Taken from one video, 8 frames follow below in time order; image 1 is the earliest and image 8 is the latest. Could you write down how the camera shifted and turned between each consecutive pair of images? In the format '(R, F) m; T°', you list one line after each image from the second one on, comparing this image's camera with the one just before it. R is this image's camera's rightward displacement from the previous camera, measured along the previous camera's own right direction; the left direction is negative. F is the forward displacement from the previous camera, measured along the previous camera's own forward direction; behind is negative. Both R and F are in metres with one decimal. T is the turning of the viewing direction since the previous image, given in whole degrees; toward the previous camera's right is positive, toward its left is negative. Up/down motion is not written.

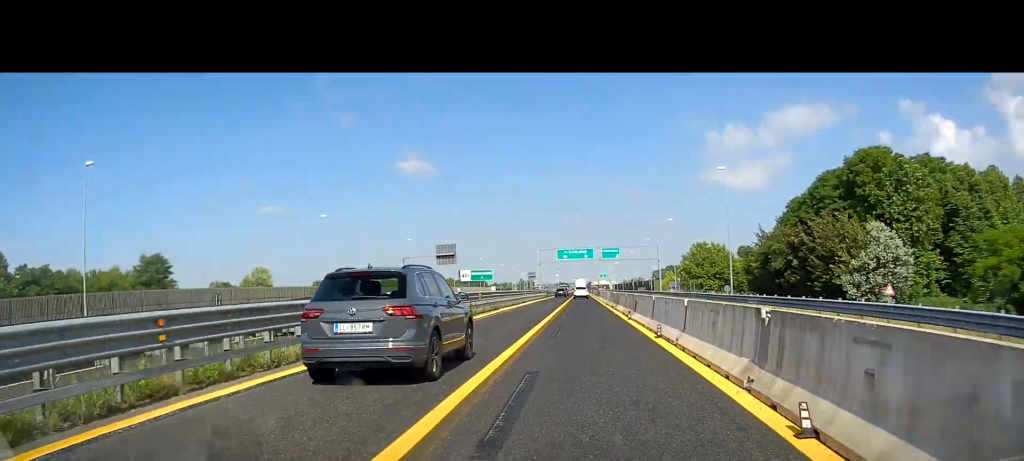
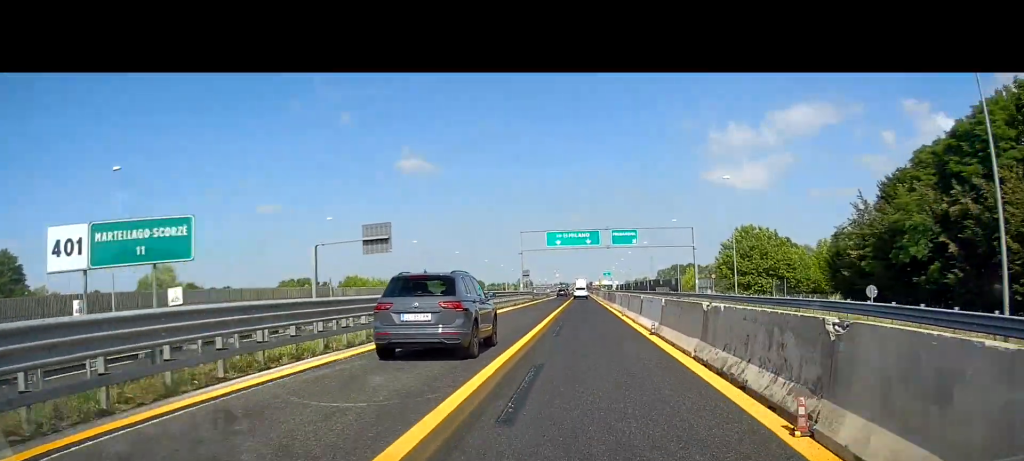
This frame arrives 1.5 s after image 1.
(-0.4, +33.0) m; -1°
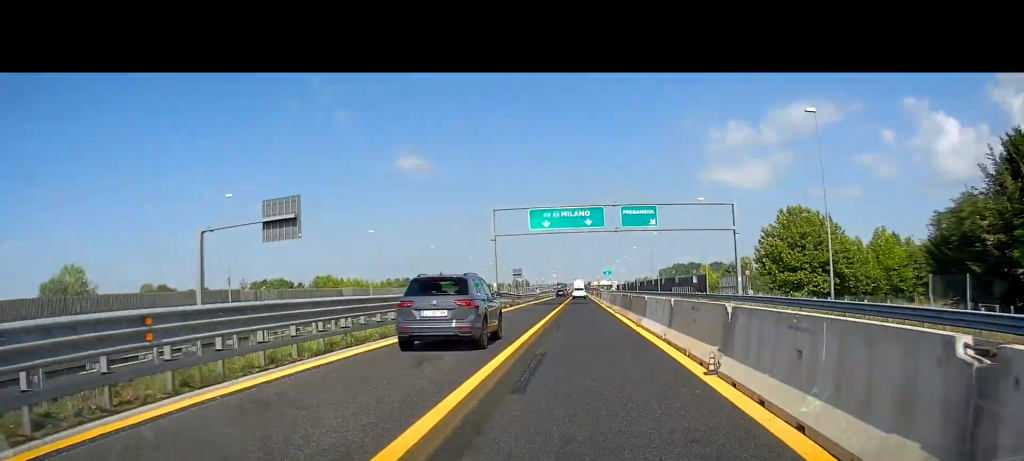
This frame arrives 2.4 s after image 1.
(0.0, +20.3) m; -1°
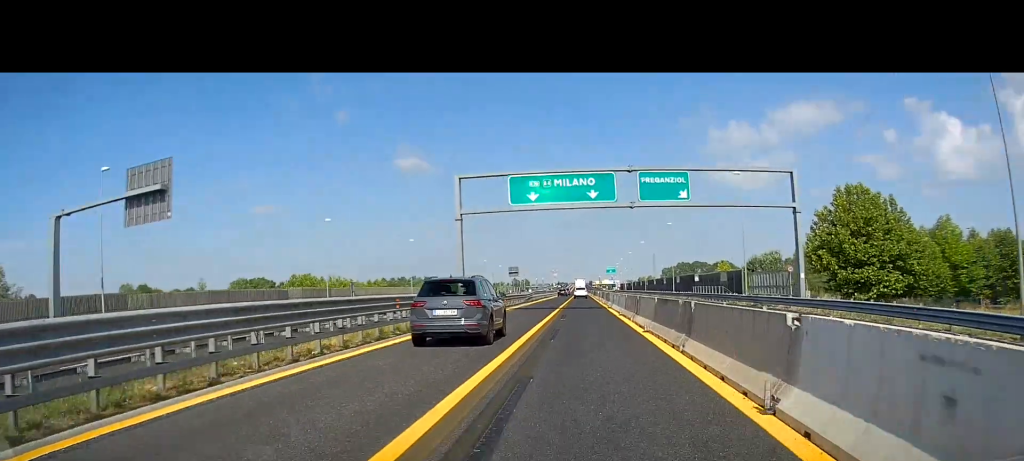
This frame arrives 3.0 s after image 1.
(-0.3, +15.1) m; 0°
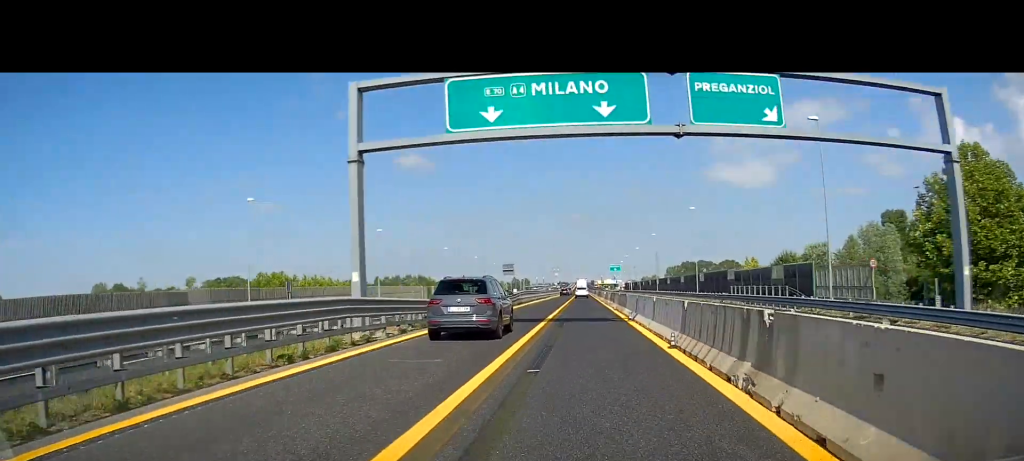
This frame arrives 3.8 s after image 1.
(+0.1, +17.4) m; +1°
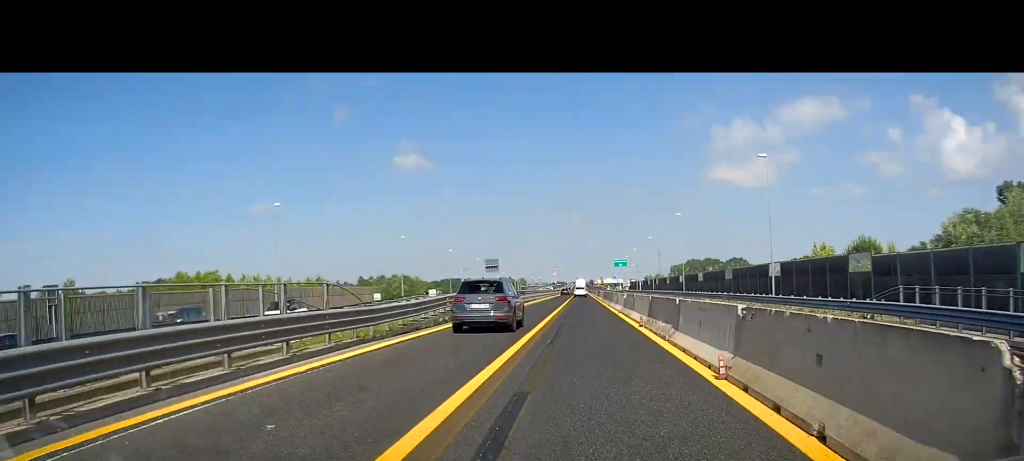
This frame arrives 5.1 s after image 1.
(+0.7, +29.7) m; +2°
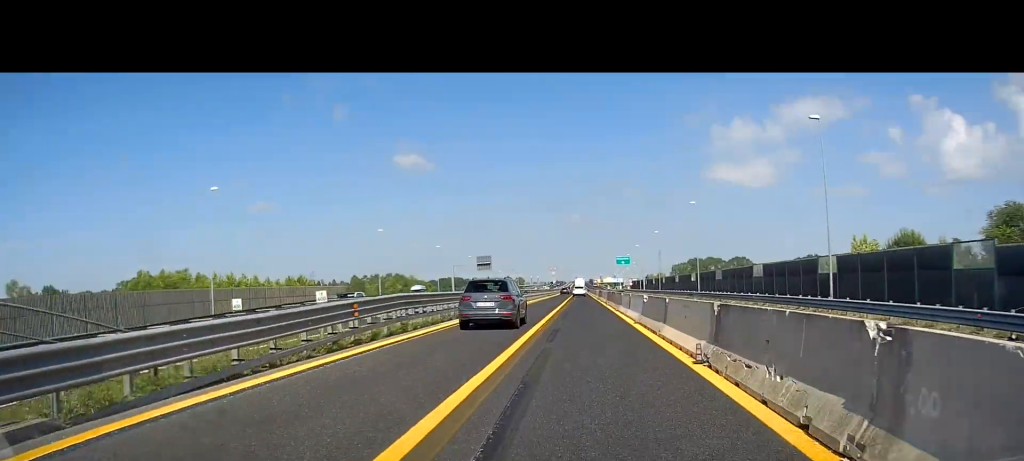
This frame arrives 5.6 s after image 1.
(0.0, +10.7) m; 0°
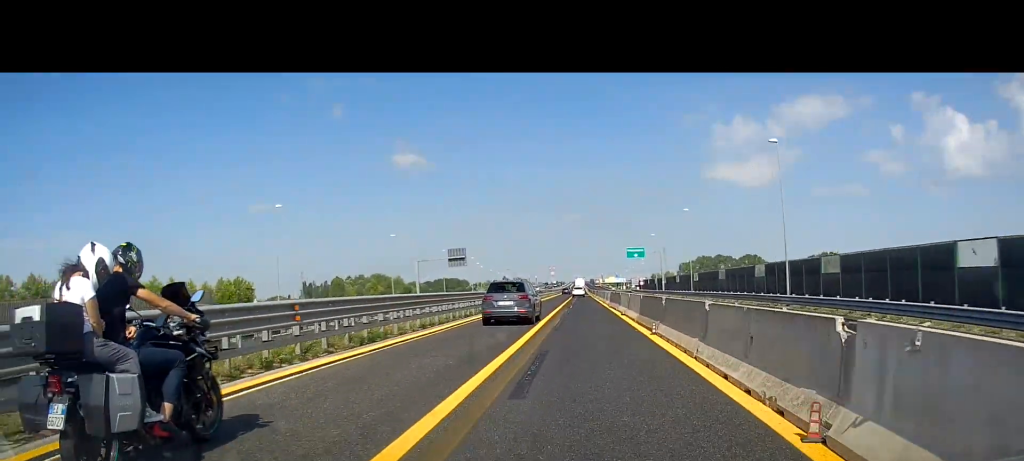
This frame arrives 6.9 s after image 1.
(-0.4, +30.4) m; -1°
